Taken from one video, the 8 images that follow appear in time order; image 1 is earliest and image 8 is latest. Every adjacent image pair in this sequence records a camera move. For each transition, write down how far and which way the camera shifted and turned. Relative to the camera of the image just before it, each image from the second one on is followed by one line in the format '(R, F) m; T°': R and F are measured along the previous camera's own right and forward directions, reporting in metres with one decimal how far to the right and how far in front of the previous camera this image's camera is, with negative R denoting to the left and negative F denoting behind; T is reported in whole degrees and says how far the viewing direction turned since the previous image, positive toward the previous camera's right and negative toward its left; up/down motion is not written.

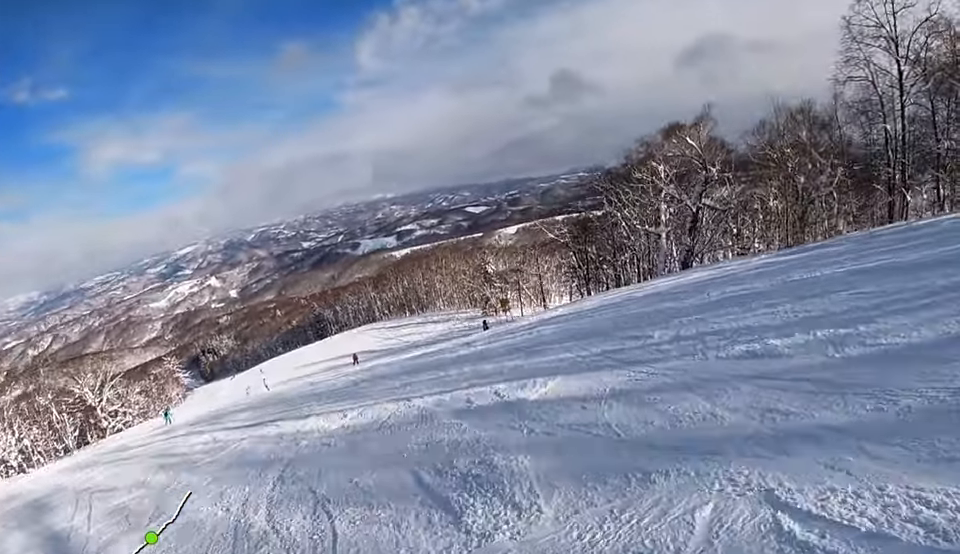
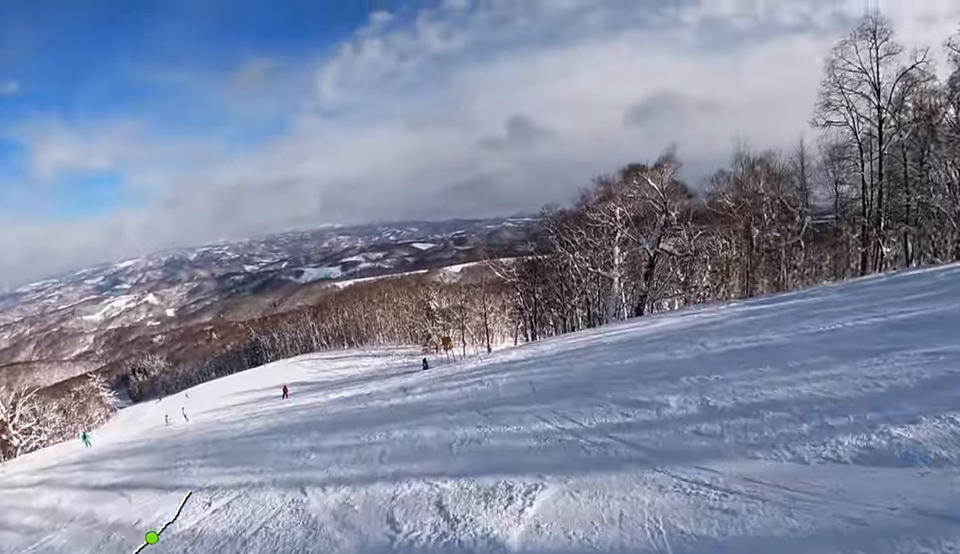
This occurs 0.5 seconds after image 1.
(+0.8, +3.2) m; -5°
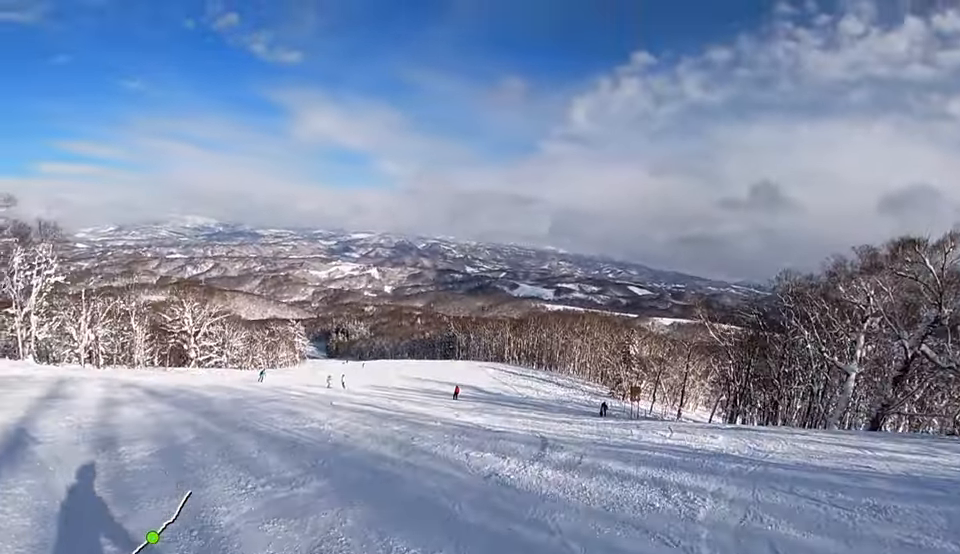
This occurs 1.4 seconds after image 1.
(-0.2, +5.5) m; -14°
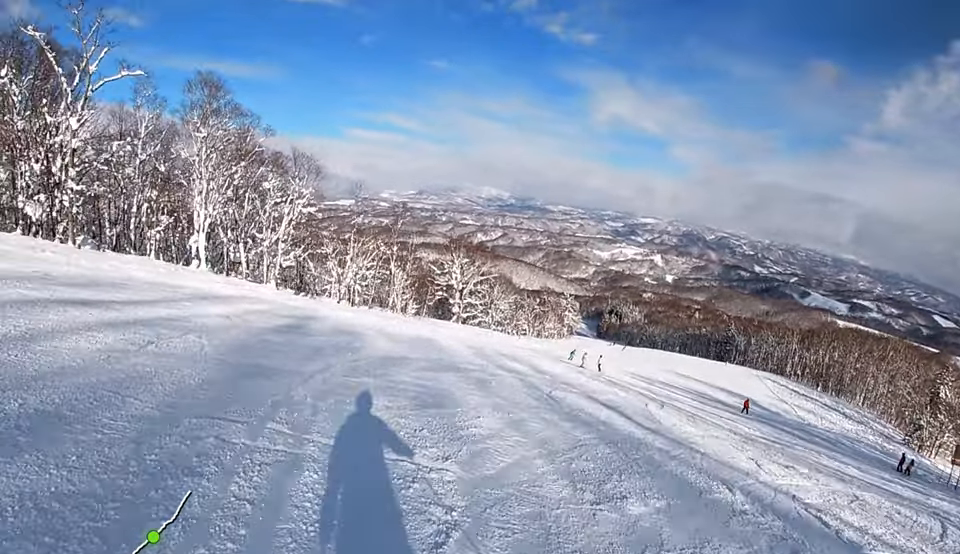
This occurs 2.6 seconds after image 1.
(-2.1, +8.1) m; -24°
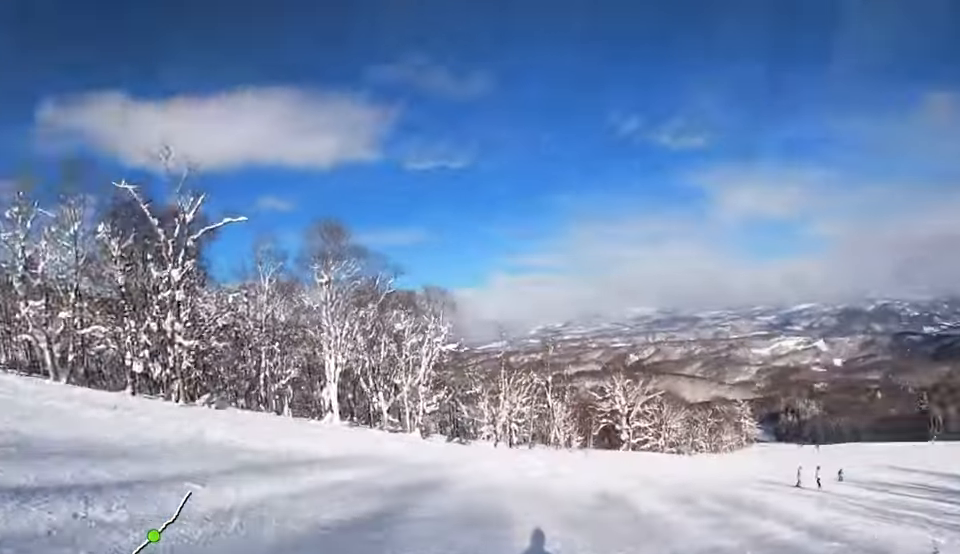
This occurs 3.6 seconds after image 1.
(-1.1, +6.3) m; -7°
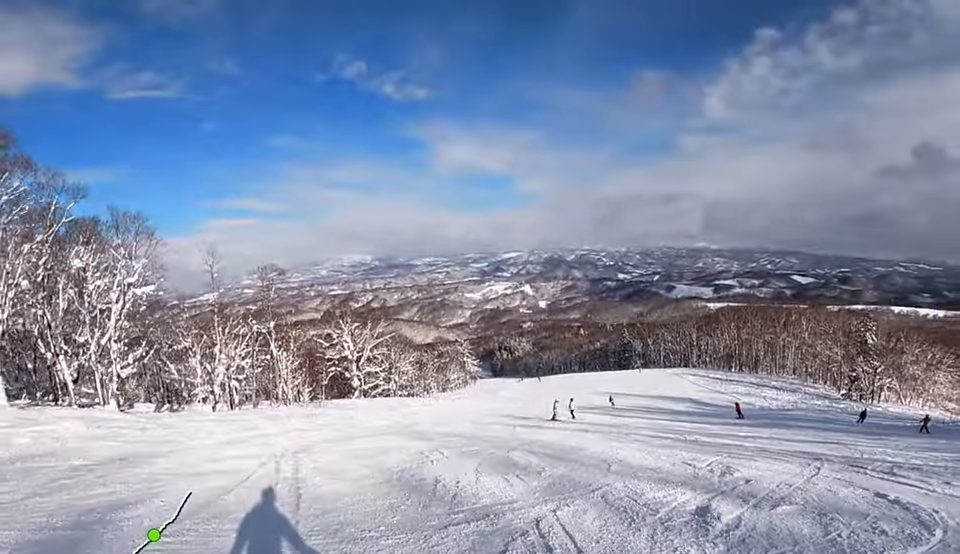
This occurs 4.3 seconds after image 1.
(-0.1, +4.9) m; +8°
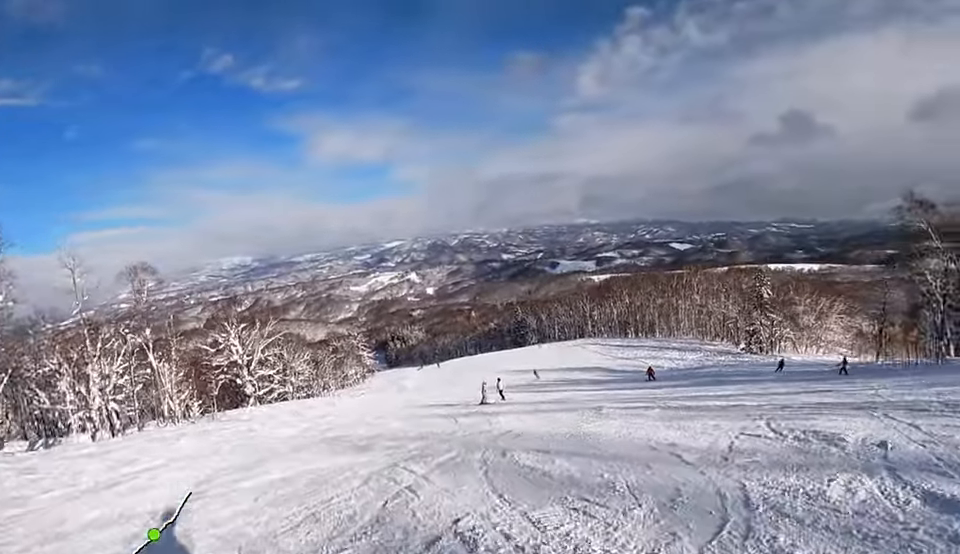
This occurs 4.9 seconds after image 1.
(+0.5, +3.9) m; +14°
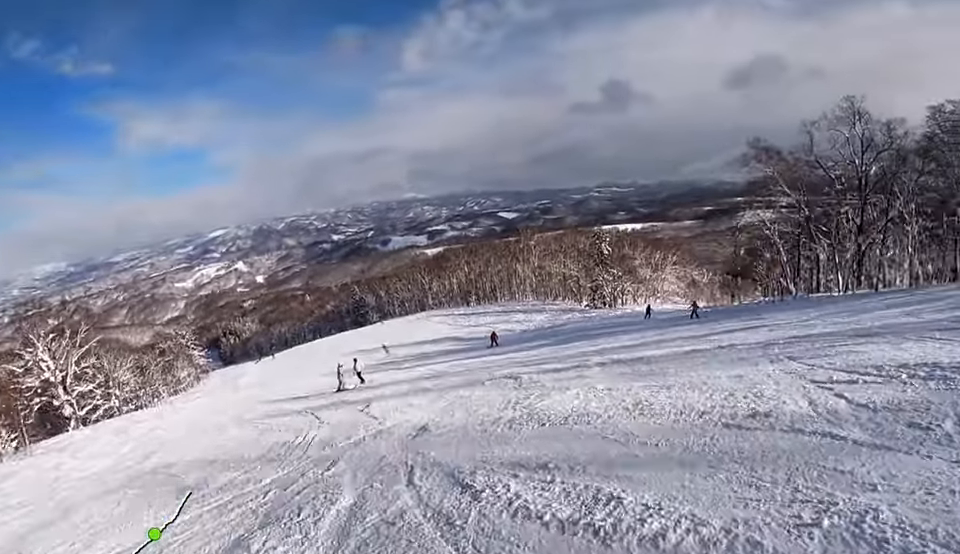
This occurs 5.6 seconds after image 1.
(+0.6, +4.1) m; +17°
